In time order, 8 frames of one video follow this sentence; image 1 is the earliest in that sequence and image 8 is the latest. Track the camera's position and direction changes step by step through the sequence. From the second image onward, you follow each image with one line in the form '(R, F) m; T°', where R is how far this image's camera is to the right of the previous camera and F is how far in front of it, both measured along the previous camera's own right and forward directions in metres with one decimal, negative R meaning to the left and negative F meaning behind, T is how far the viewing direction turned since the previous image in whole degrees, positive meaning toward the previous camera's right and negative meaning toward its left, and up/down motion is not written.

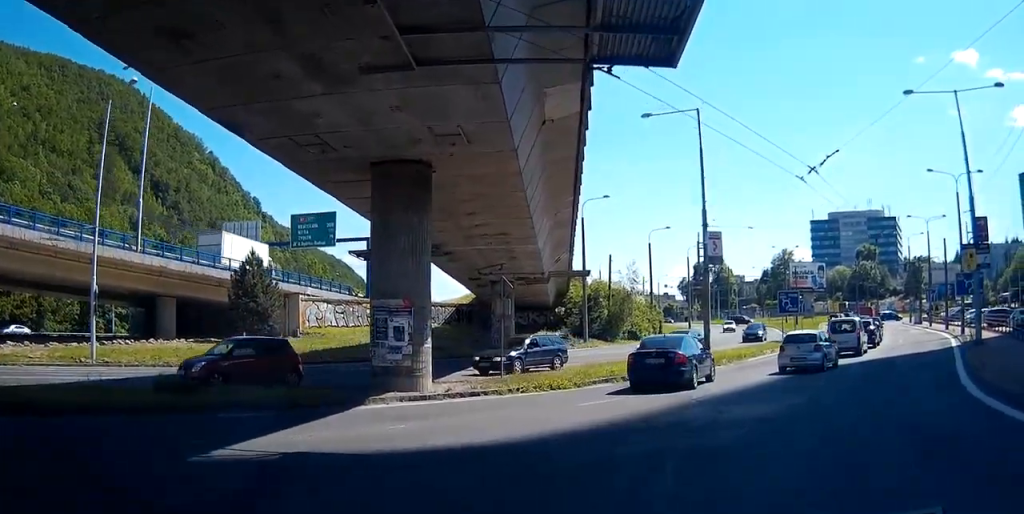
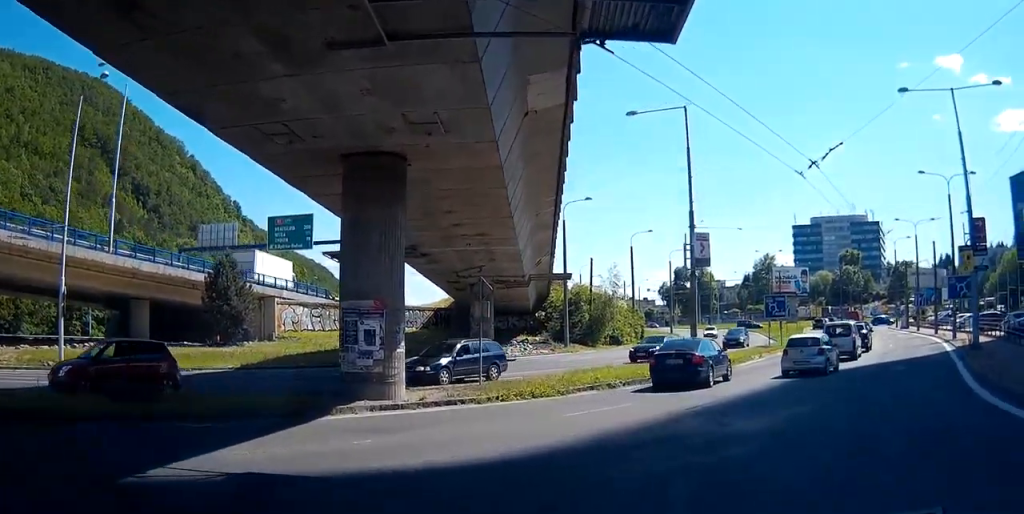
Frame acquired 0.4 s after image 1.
(0.0, +1.0) m; -1°
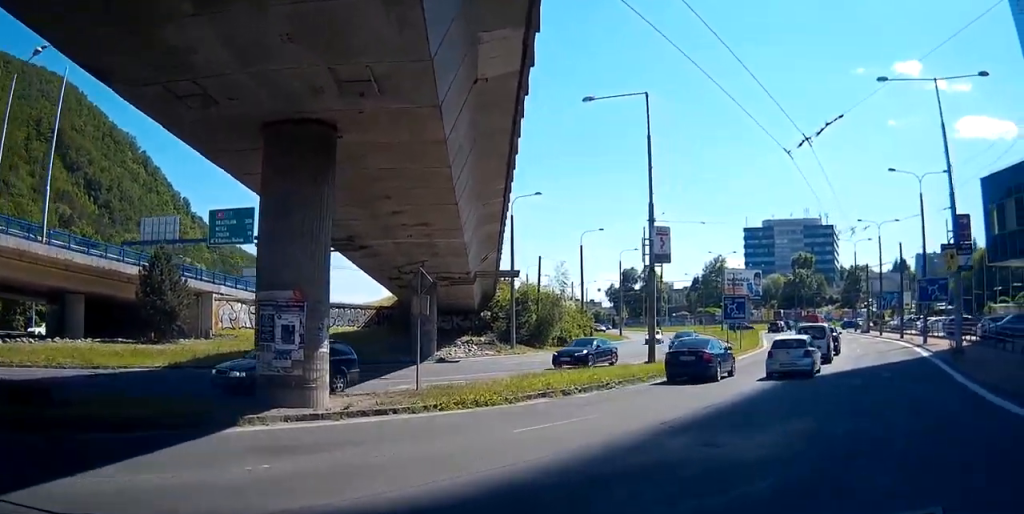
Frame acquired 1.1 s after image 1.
(-0.1, +1.7) m; -4°
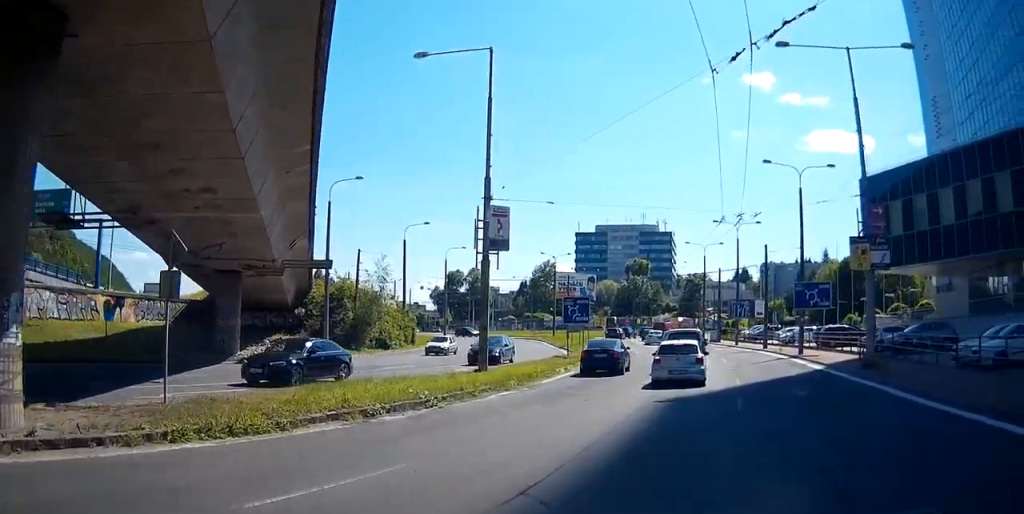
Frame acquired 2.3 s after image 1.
(+0.1, +4.4) m; +12°
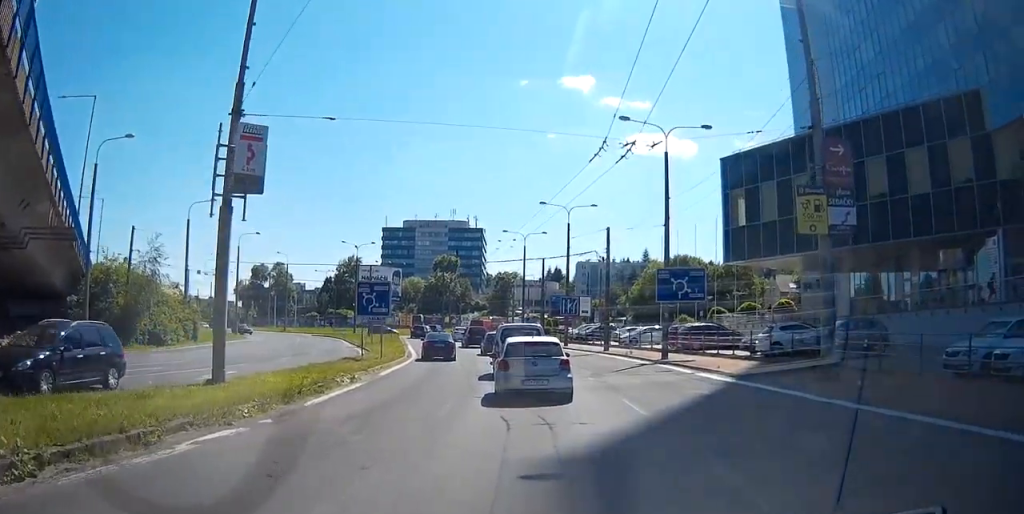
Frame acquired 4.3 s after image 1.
(+2.7, +8.4) m; +25°
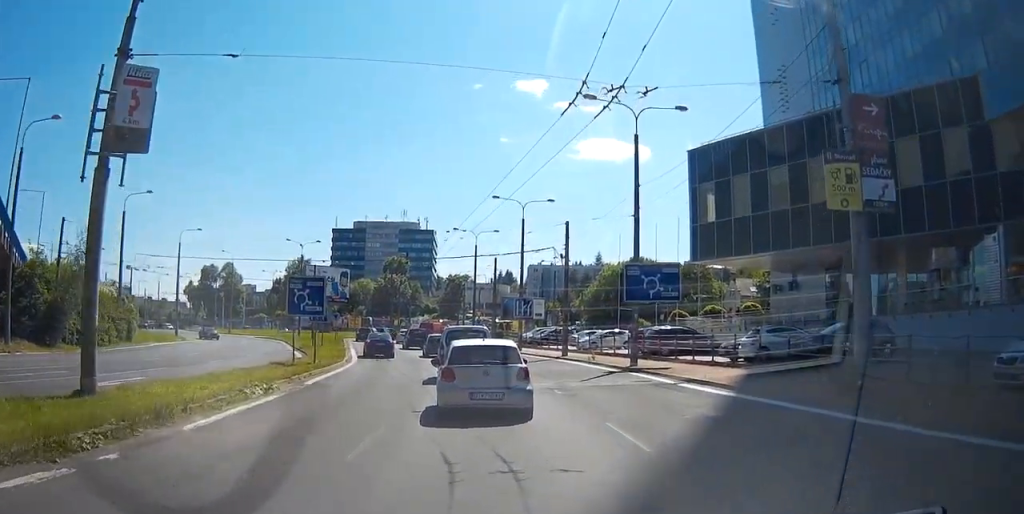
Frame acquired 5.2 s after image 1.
(-0.1, +5.1) m; +5°
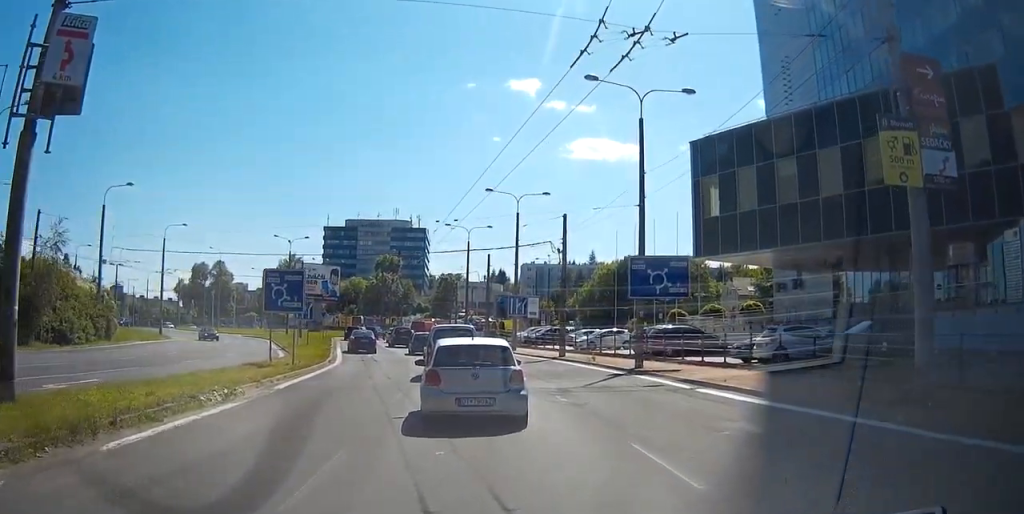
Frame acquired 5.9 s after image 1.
(+0.4, +2.6) m; +5°
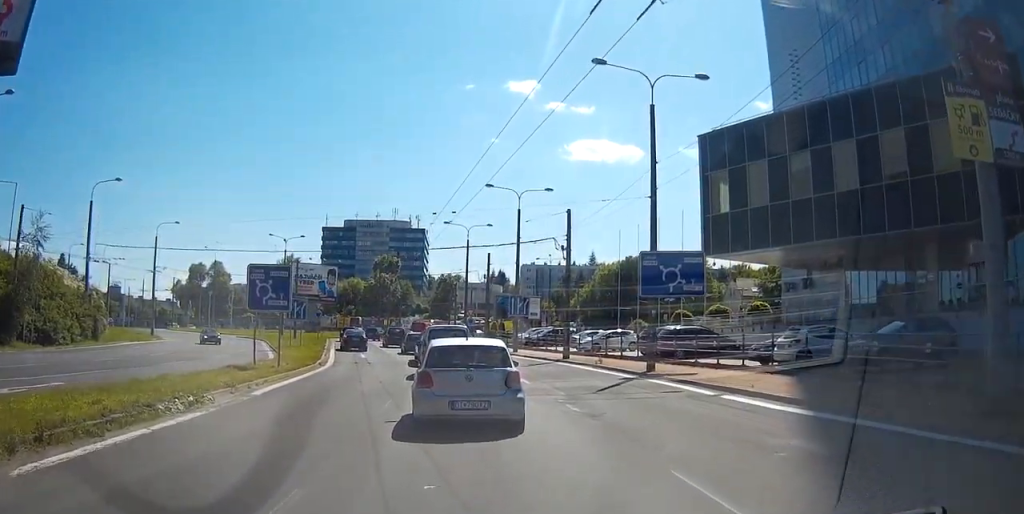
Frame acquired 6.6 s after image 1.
(+0.1, +2.3) m; -1°
